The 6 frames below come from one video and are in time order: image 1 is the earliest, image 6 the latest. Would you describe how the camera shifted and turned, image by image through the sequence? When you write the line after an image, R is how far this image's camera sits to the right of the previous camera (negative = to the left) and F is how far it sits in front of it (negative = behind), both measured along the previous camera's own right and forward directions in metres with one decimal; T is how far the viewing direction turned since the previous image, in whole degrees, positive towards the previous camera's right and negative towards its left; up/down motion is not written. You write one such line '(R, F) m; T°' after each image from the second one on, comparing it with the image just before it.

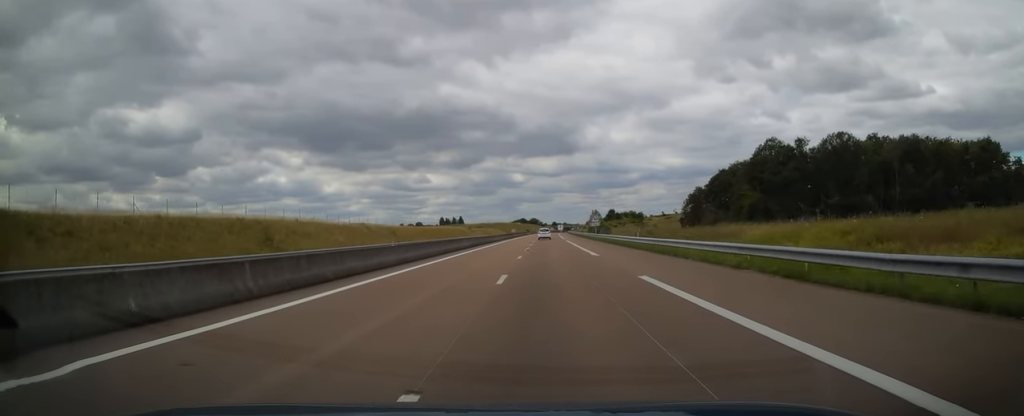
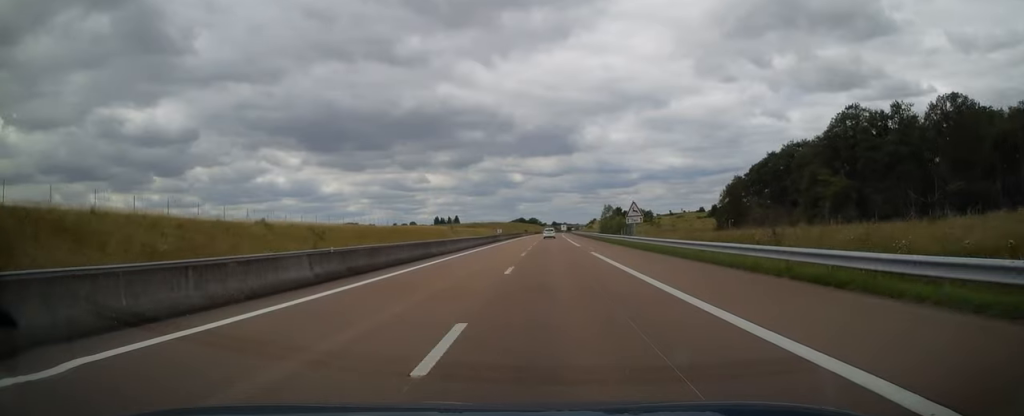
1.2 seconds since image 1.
(-0.4, +35.1) m; 0°
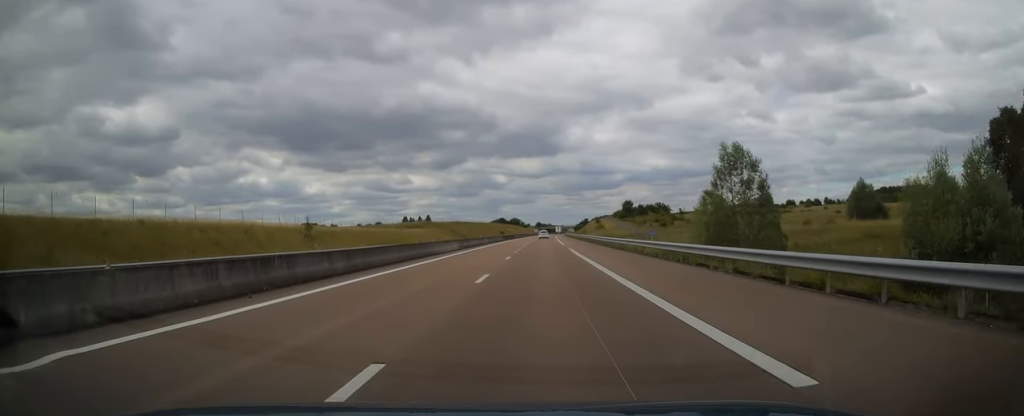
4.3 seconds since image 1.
(+0.4, +92.3) m; +1°
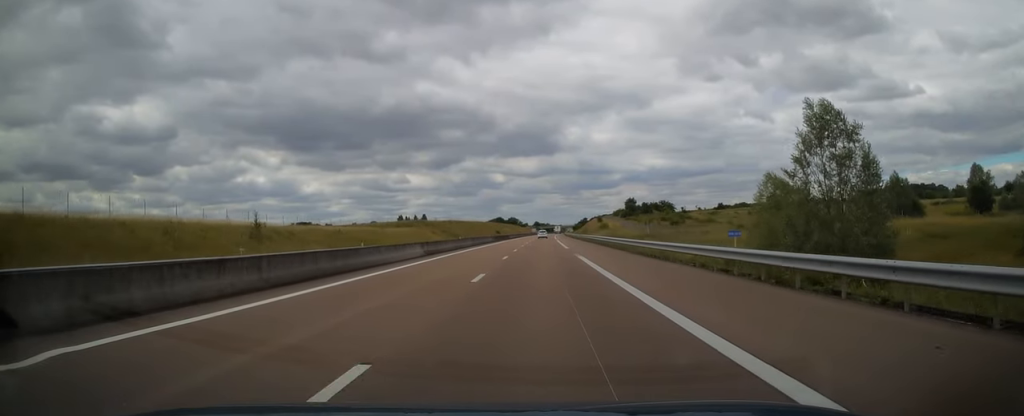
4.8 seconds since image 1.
(0.0, +12.7) m; 0°
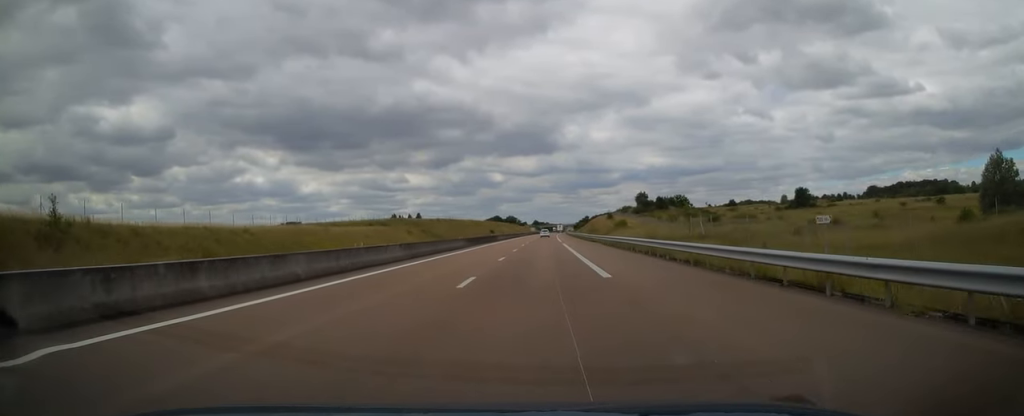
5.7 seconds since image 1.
(+0.3, +27.4) m; 0°
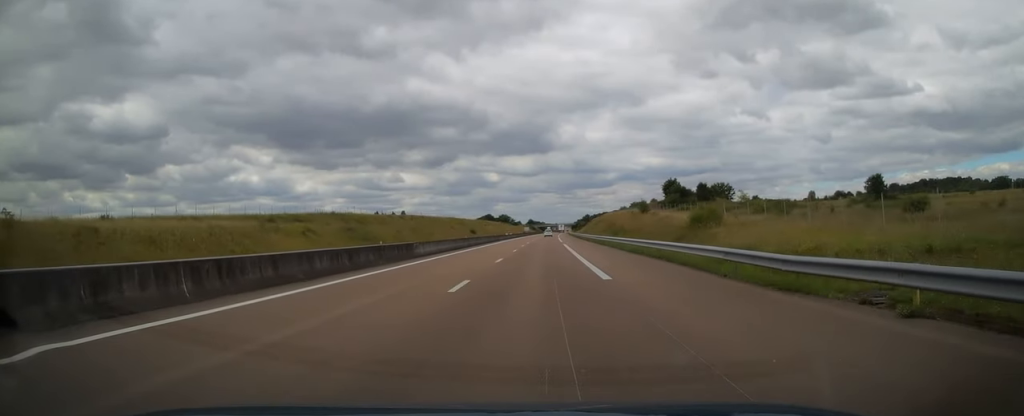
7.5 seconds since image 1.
(-0.1, +52.4) m; 0°
